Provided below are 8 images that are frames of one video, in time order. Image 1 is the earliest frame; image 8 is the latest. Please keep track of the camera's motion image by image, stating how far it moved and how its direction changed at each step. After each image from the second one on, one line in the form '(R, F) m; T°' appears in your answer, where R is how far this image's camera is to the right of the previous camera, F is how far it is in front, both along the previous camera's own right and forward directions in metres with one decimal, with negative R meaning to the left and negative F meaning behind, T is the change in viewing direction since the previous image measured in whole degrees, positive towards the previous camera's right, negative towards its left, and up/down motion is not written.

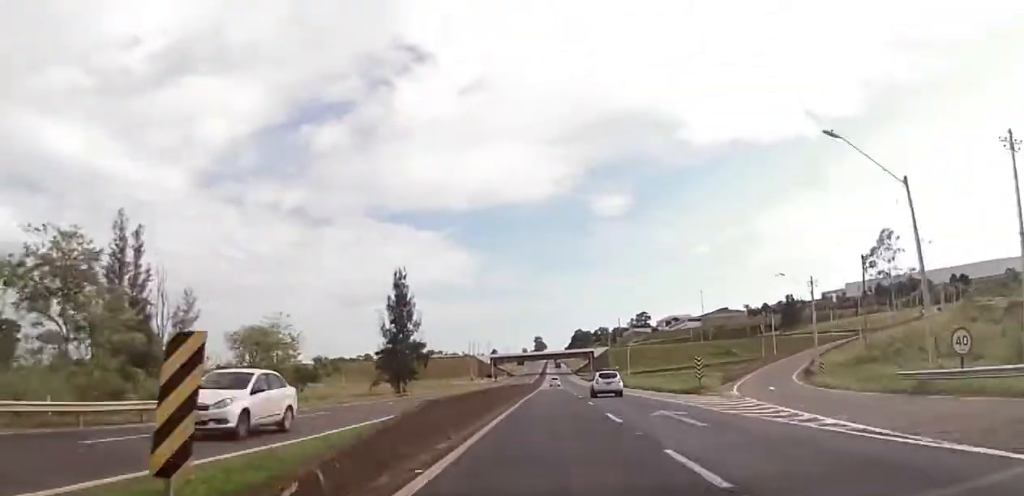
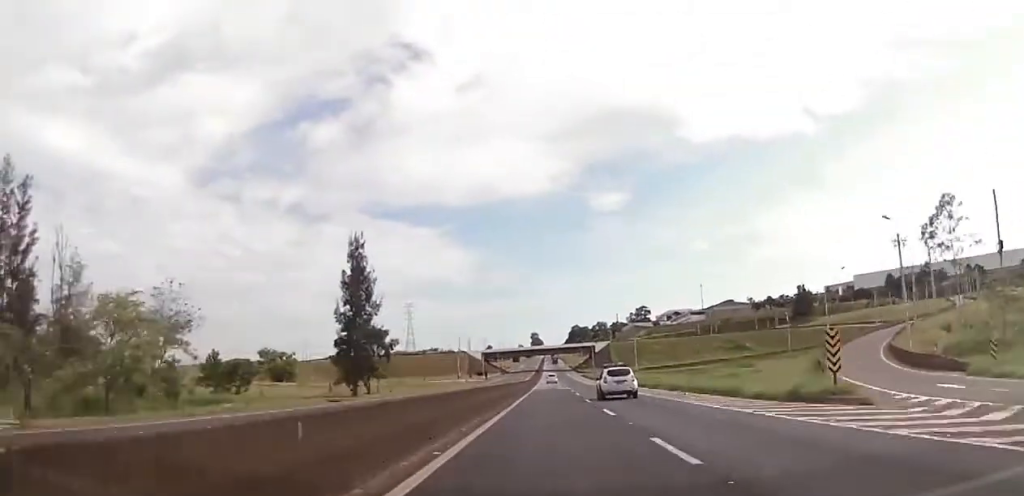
(0.0, +22.1) m; 0°
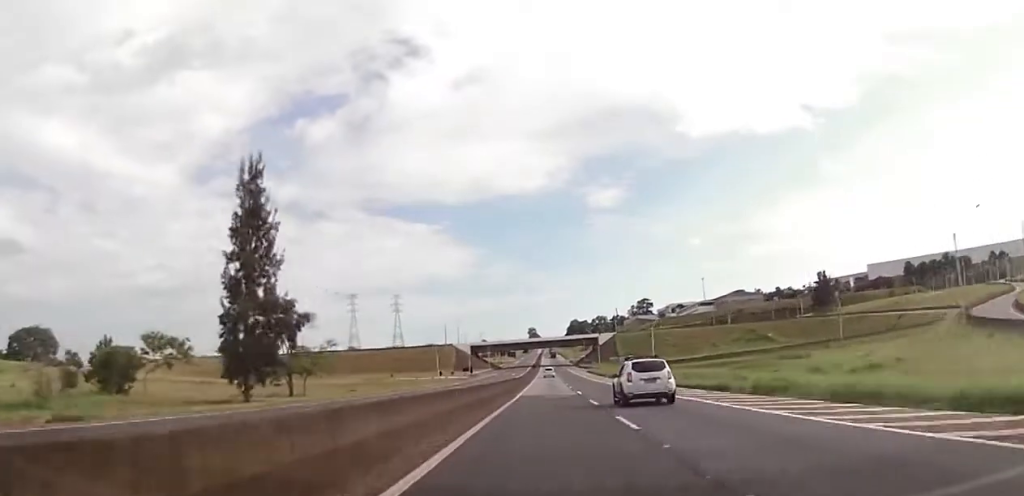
(0.0, +30.0) m; 0°
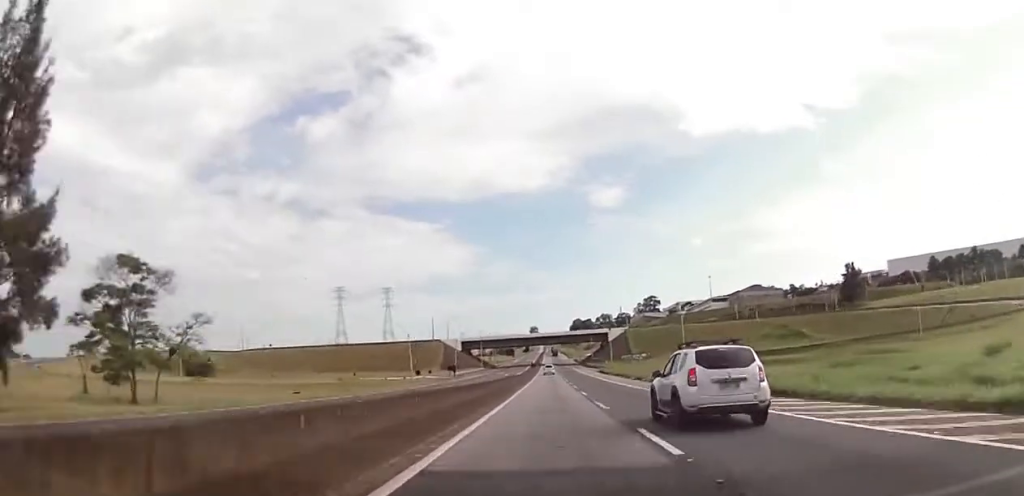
(-0.1, +28.8) m; 0°
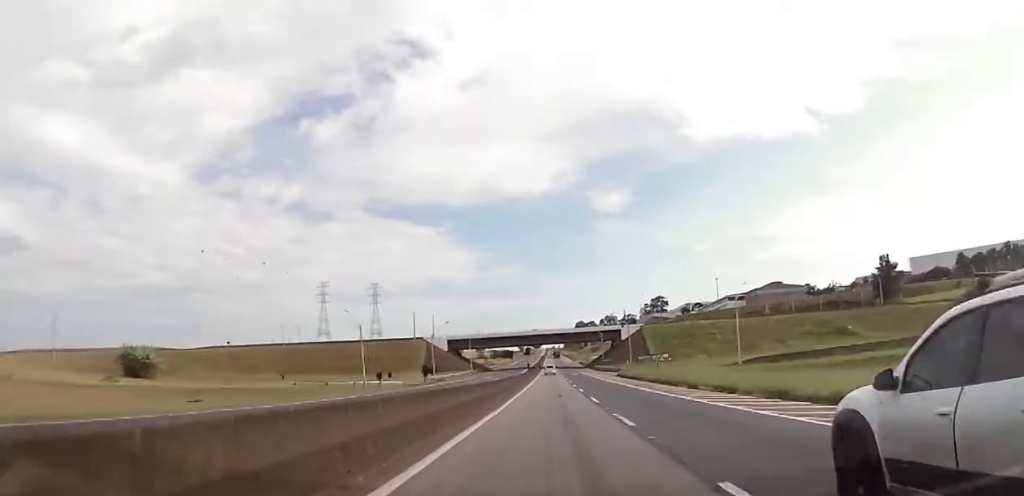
(+0.1, +30.1) m; 0°
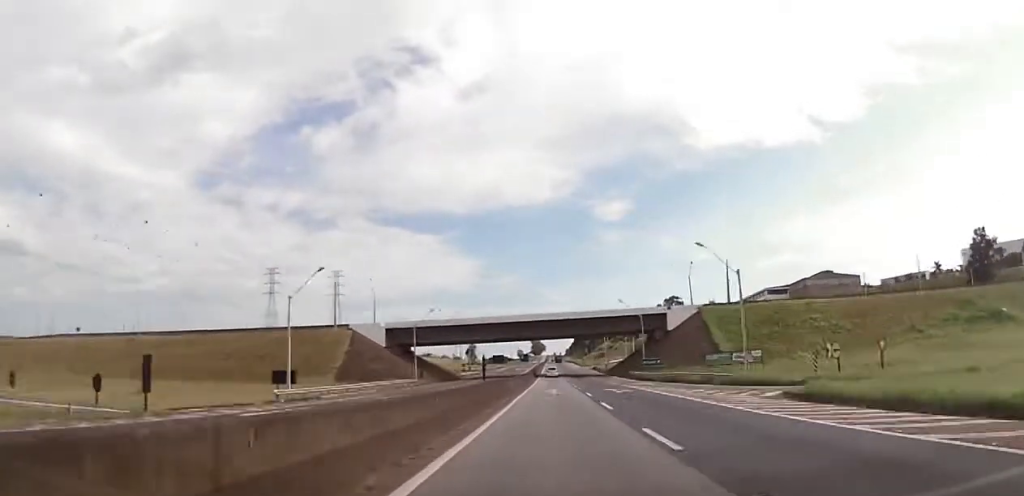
(0.0, +64.3) m; 0°
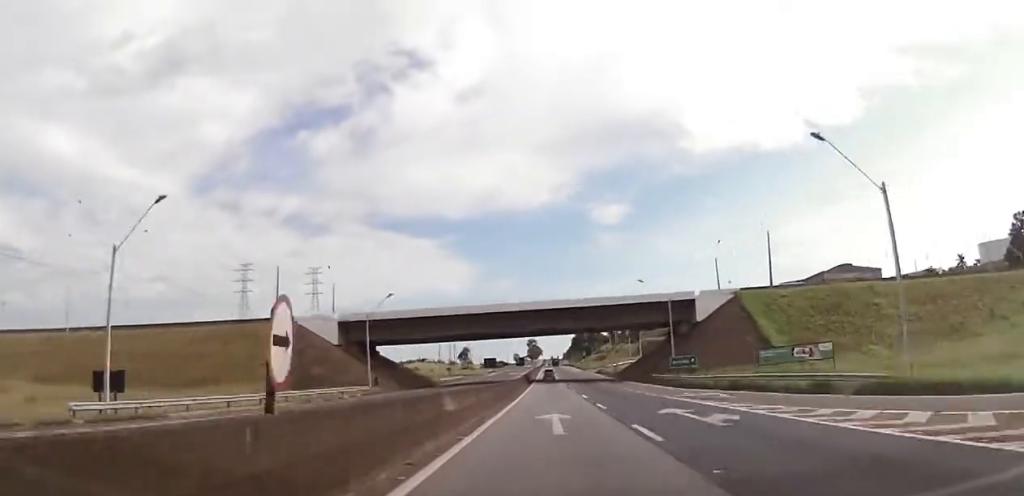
(-0.2, +22.4) m; 0°
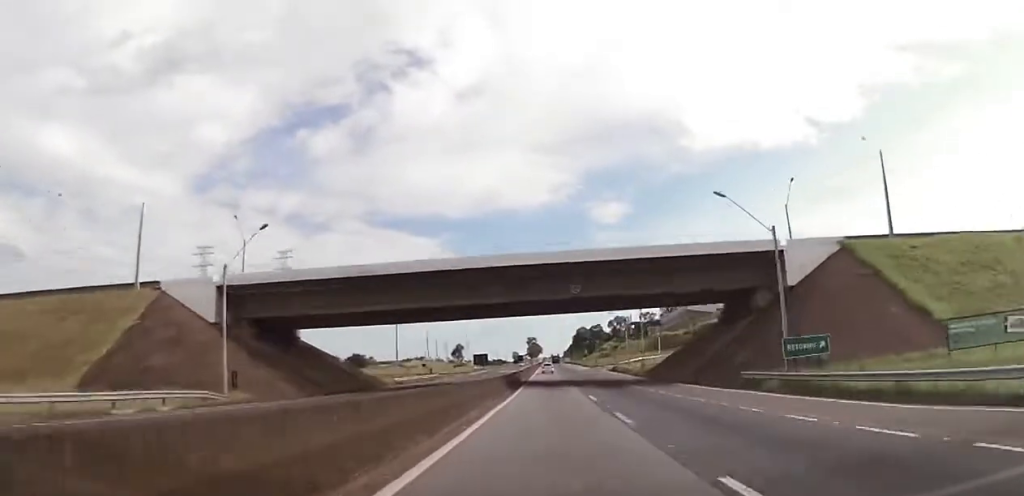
(+0.5, +31.7) m; 0°
